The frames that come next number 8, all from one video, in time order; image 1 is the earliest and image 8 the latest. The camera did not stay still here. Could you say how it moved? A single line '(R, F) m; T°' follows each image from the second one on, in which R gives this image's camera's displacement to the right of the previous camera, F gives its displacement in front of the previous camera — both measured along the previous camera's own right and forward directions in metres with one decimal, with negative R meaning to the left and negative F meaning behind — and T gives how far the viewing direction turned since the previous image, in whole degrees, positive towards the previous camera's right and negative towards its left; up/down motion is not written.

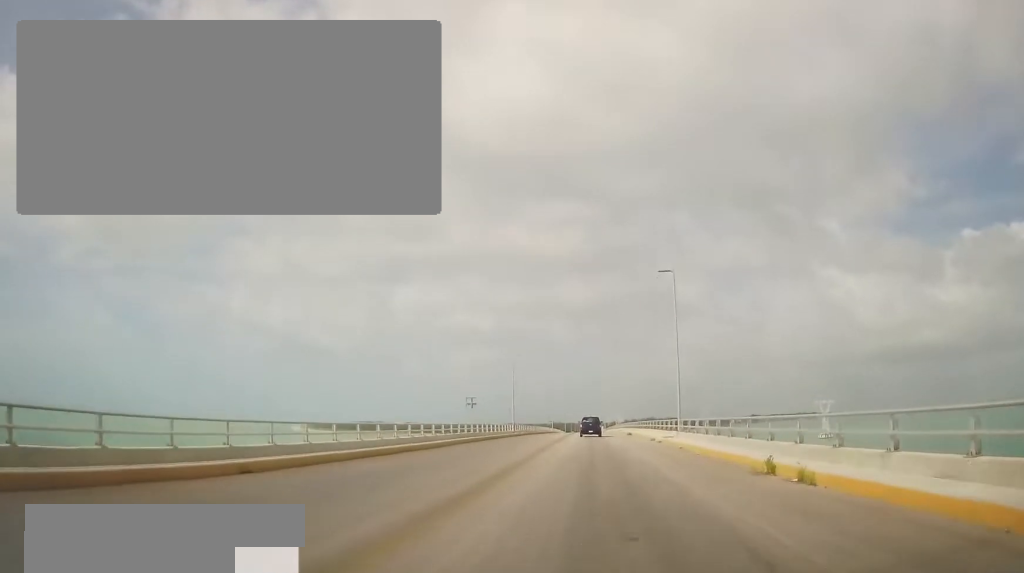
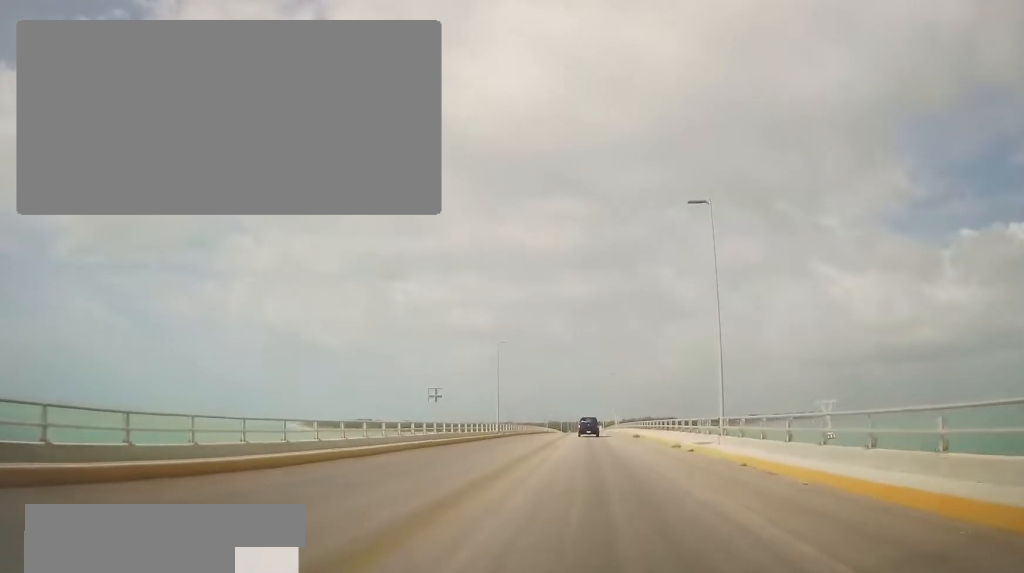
(-0.1, +11.4) m; 0°
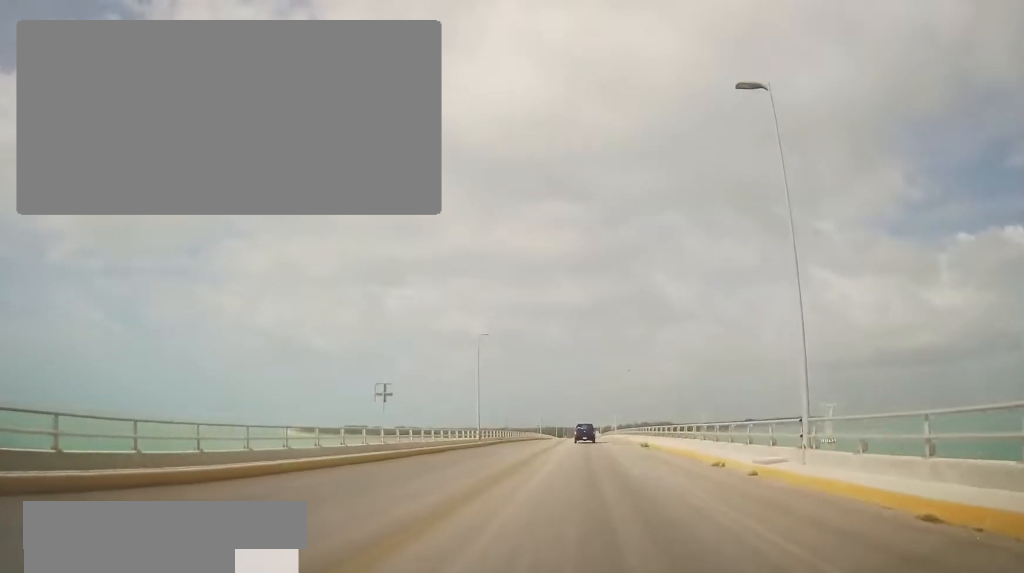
(0.0, +9.4) m; 0°
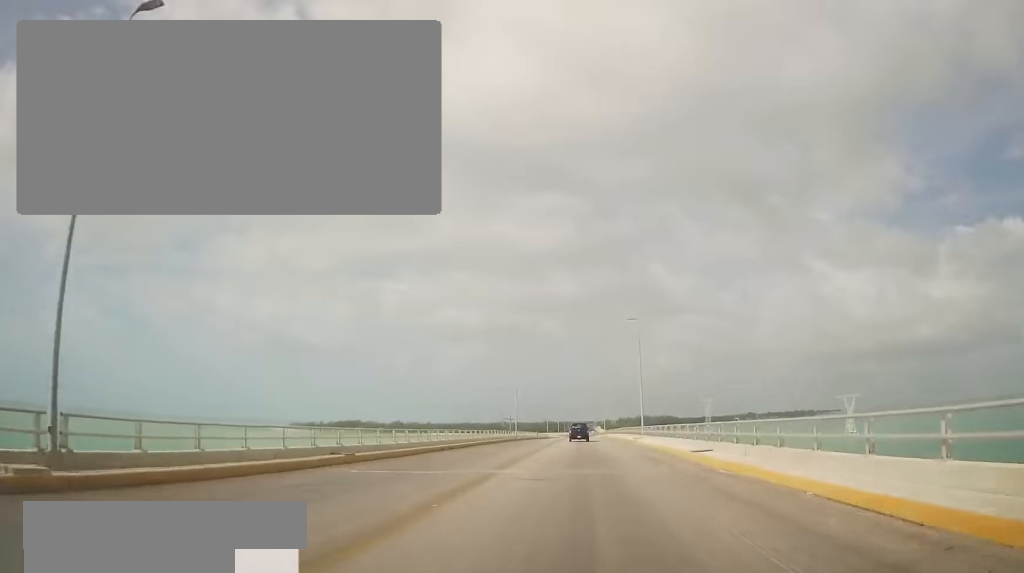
(-0.9, +45.4) m; -2°
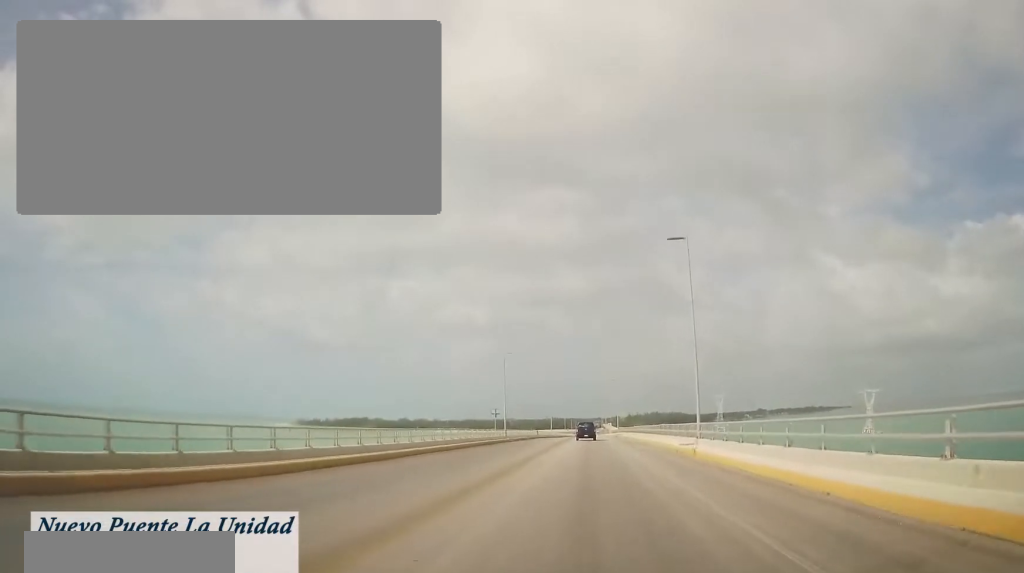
(-0.1, +20.9) m; 0°
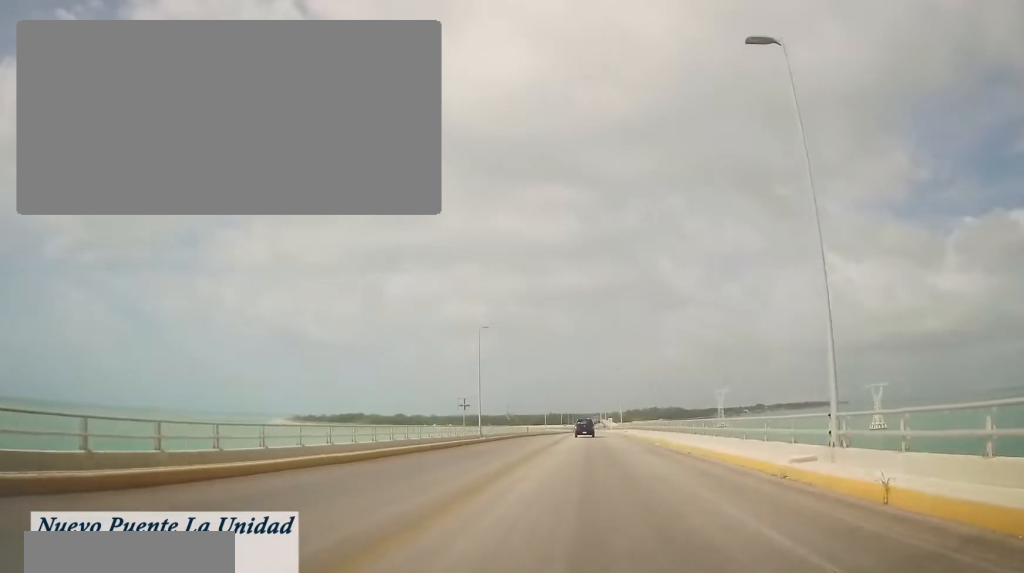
(+0.1, +15.3) m; 0°
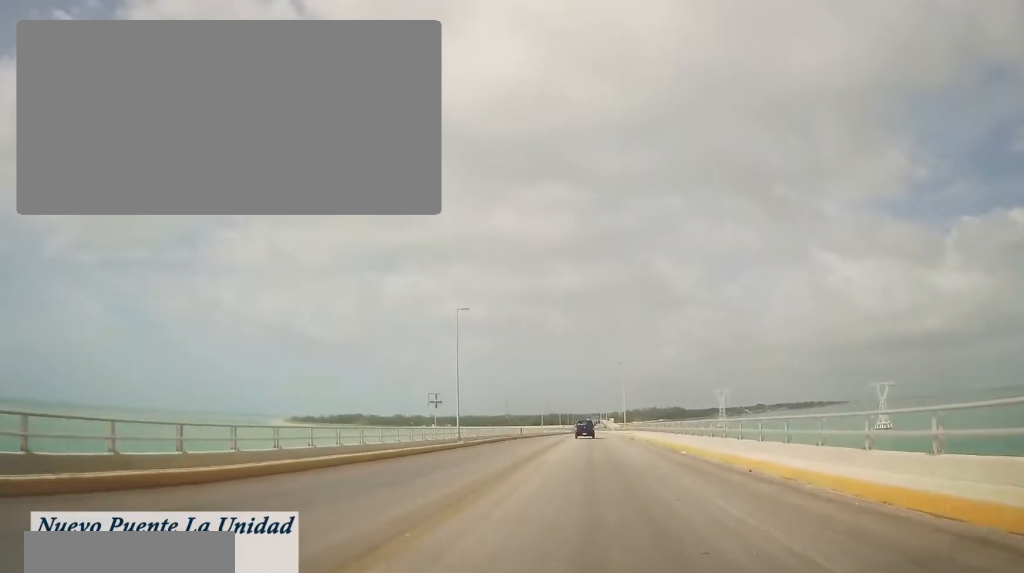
(0.0, +8.9) m; 0°
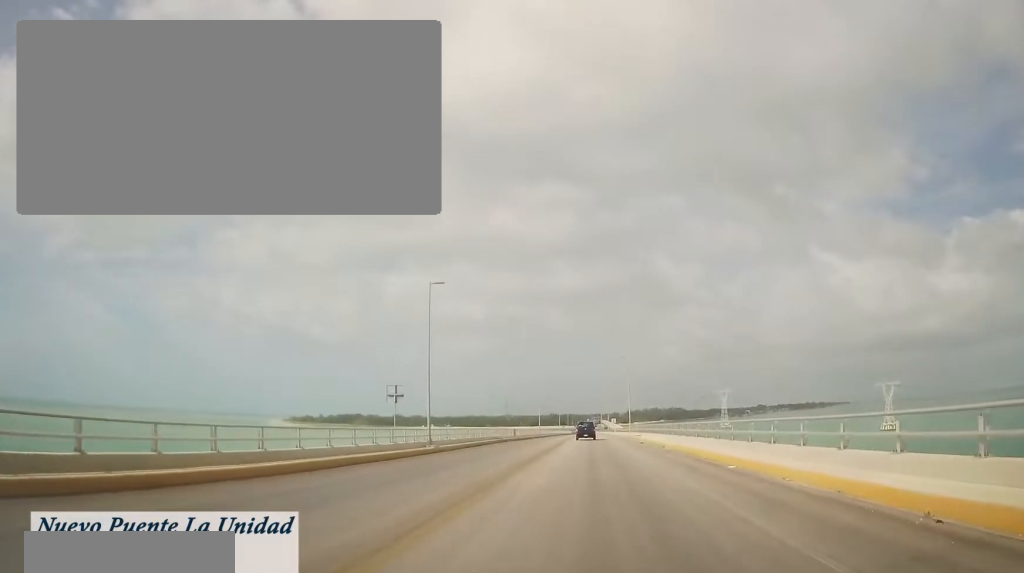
(-0.1, +8.3) m; 0°
